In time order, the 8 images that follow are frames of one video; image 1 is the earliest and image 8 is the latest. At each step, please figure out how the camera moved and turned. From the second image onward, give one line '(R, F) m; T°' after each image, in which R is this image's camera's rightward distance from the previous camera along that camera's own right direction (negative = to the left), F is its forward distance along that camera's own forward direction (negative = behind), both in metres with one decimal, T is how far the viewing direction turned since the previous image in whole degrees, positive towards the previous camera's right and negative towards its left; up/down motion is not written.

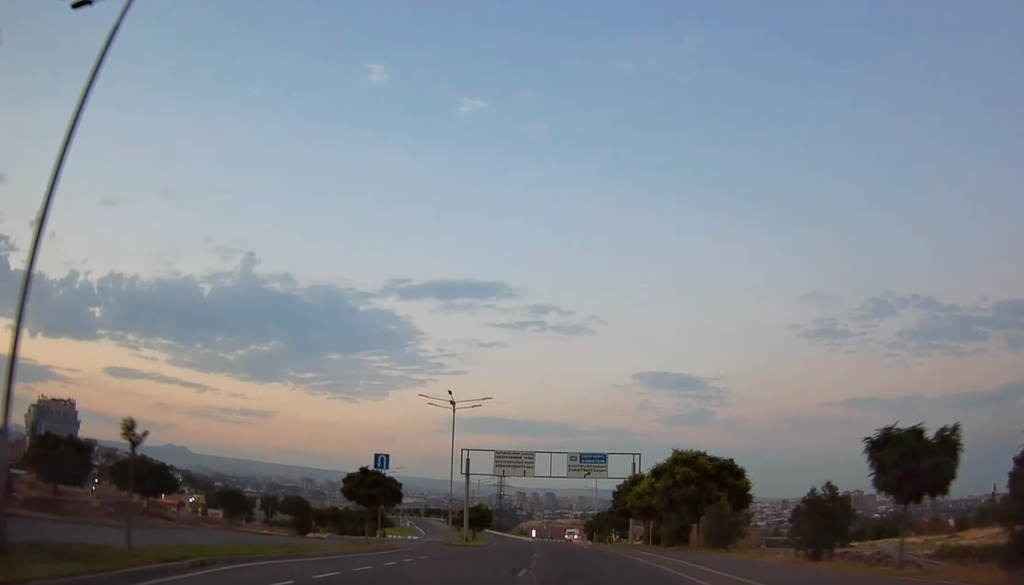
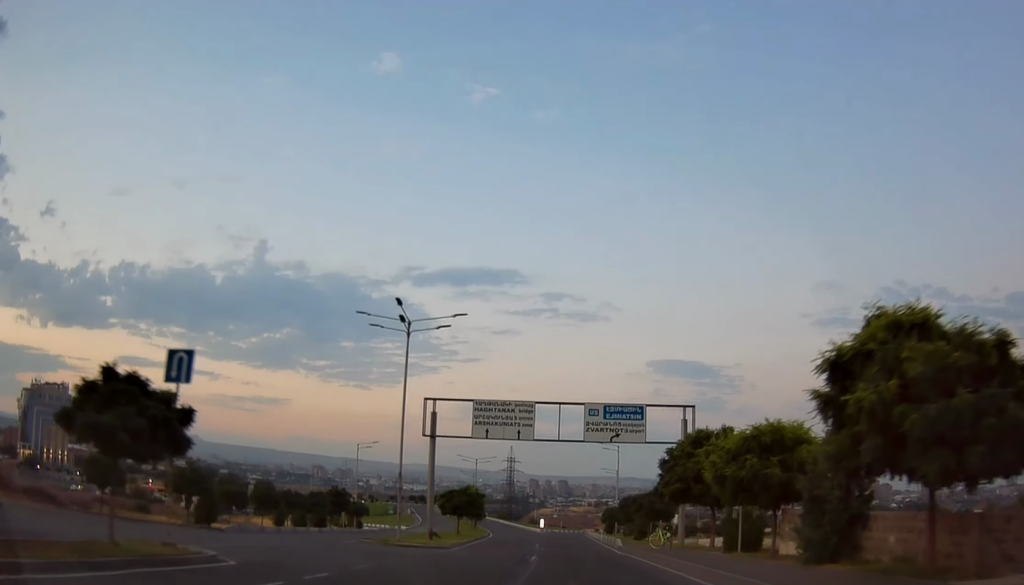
(-0.2, +17.5) m; -2°
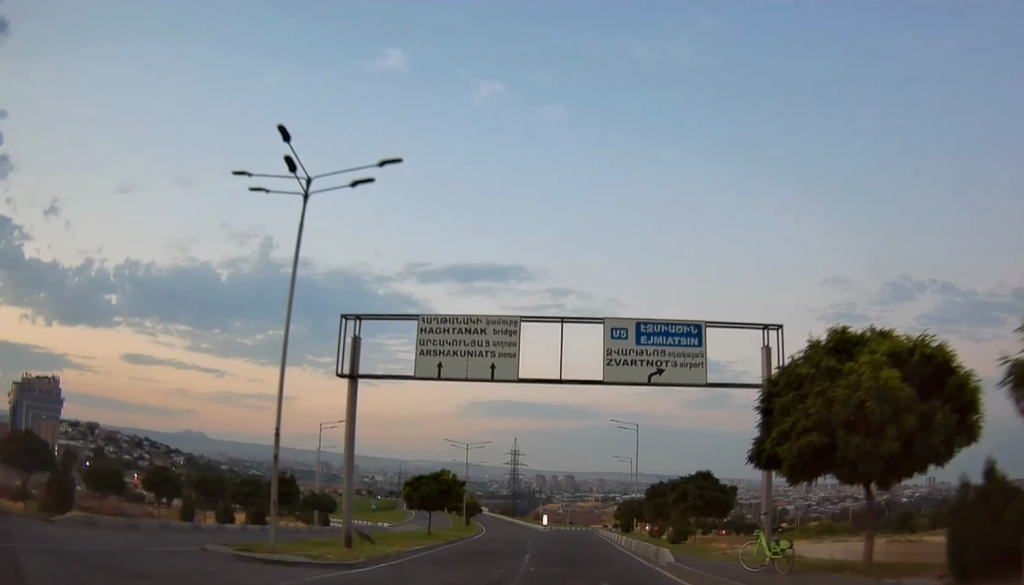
(-0.1, +13.7) m; -1°
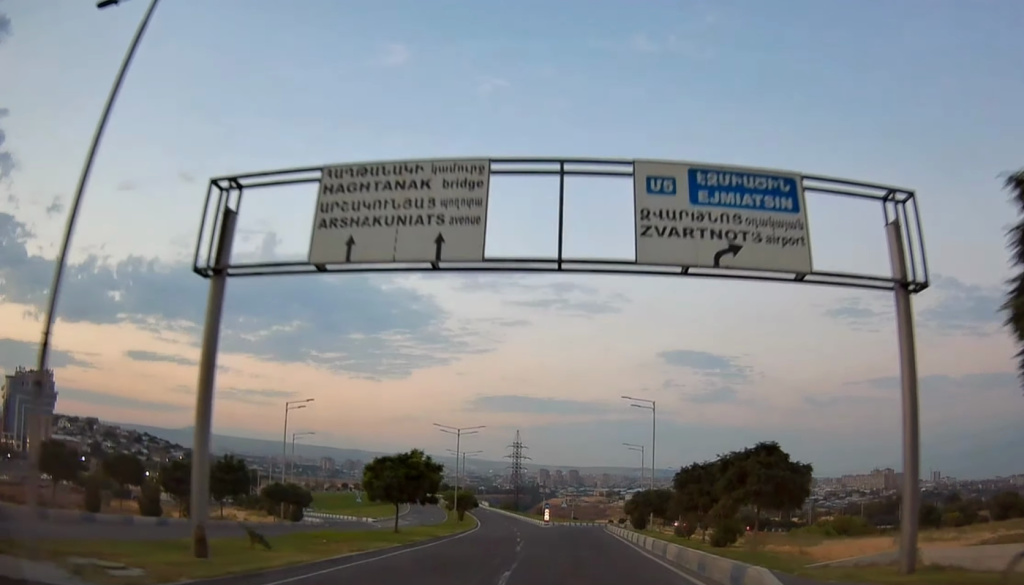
(-0.1, +9.1) m; 0°
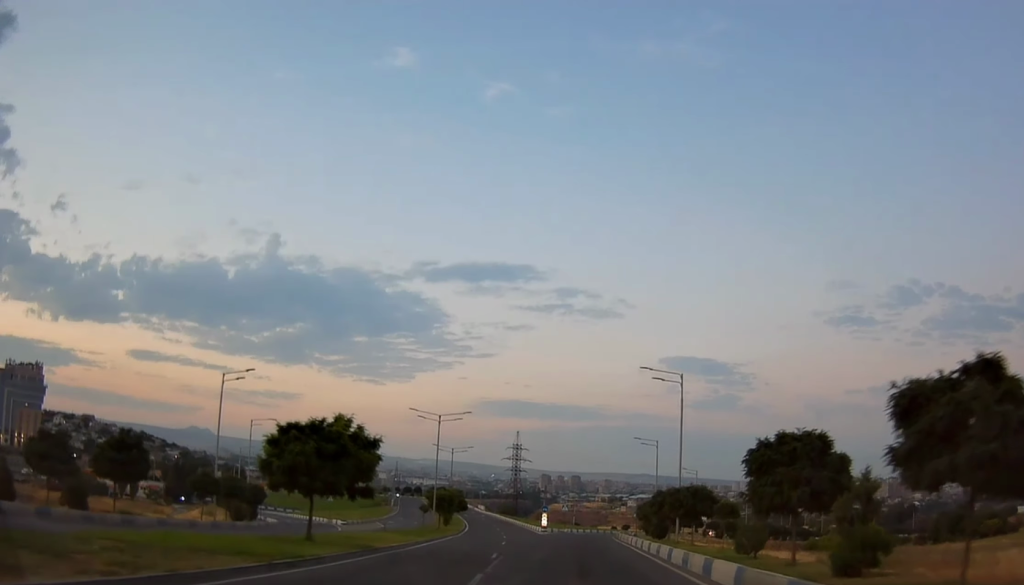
(+0.1, +11.2) m; 0°
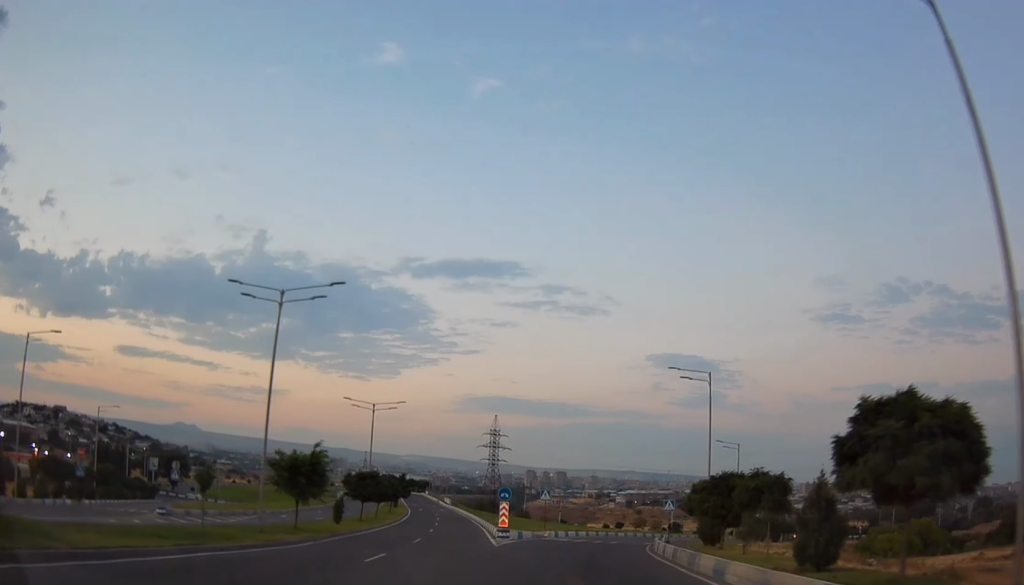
(-0.3, +30.4) m; 0°
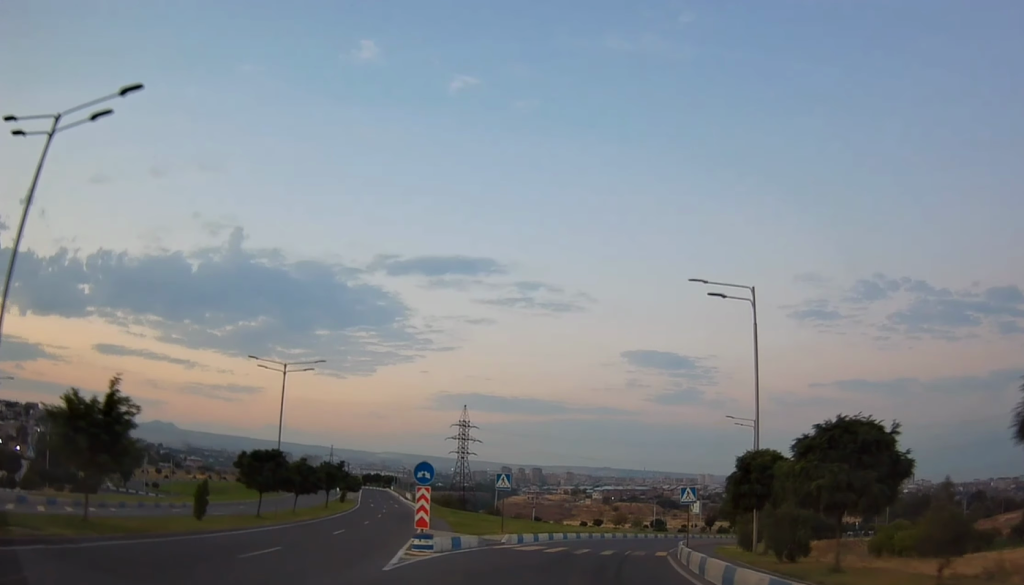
(+0.1, +13.6) m; +2°
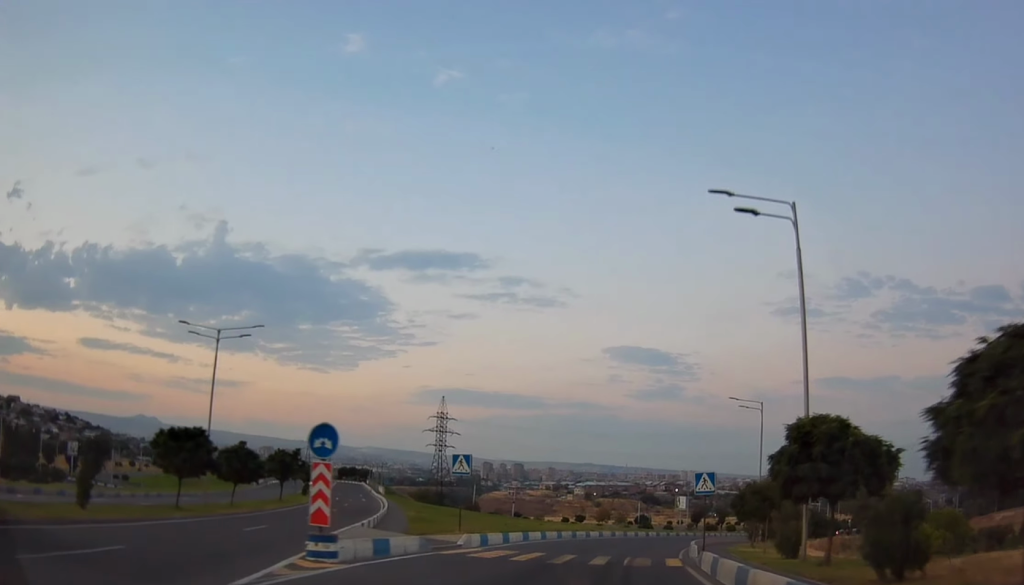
(+0.2, +6.9) m; +2°
